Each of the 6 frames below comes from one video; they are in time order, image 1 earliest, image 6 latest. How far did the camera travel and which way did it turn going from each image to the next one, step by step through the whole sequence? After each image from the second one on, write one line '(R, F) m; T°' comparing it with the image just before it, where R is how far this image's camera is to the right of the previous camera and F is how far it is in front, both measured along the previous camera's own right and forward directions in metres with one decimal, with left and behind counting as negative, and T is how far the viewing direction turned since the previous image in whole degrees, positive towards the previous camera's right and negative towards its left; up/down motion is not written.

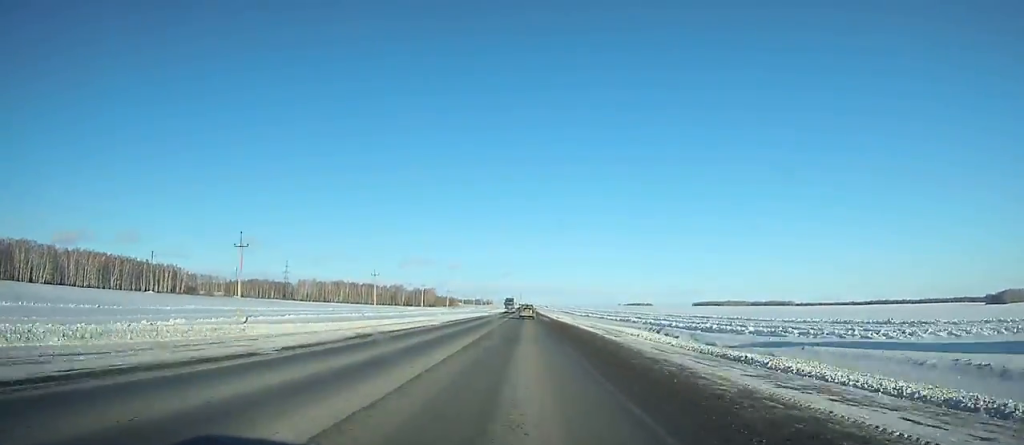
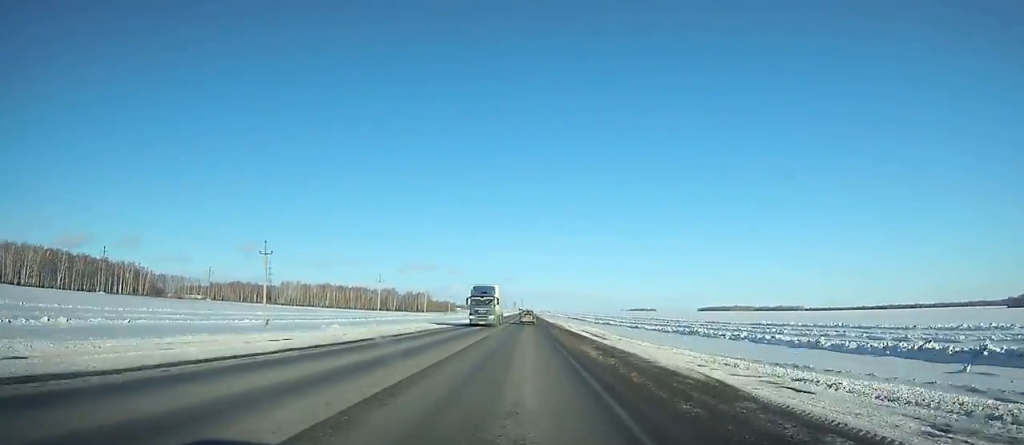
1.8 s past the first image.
(+0.2, +47.9) m; 0°
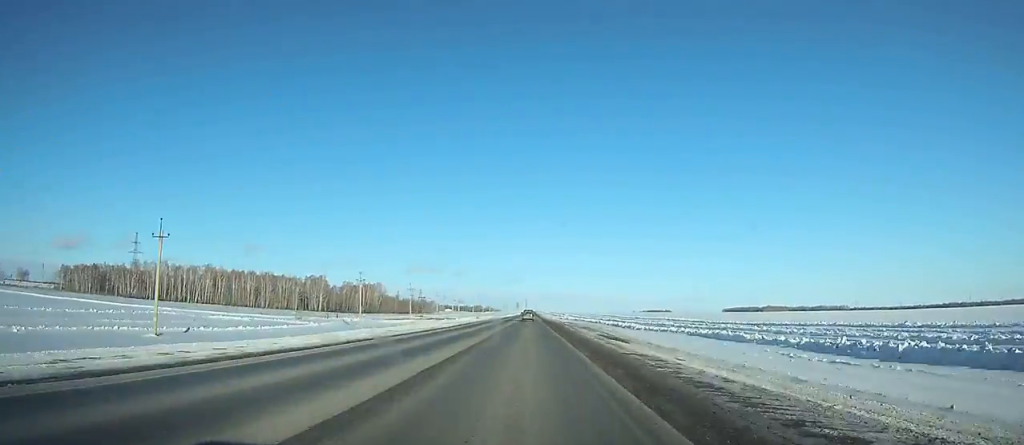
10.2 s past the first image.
(-0.6, +229.6) m; 0°
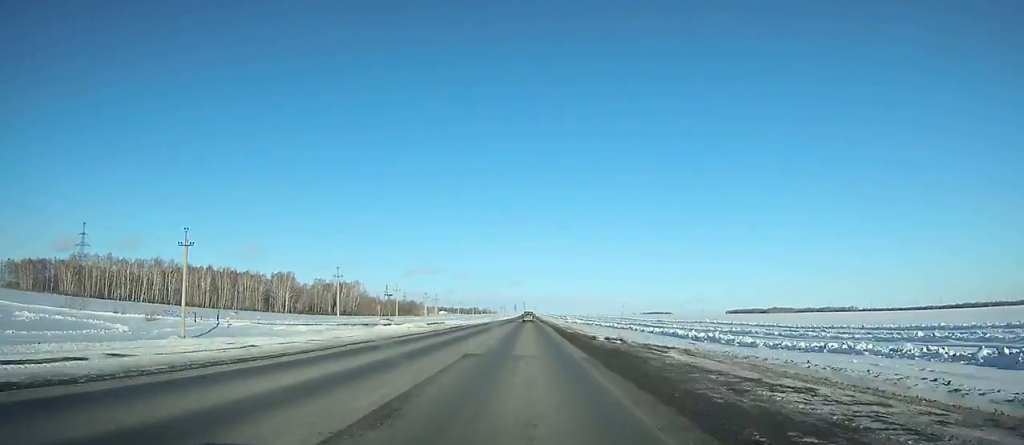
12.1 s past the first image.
(-0.1, +53.3) m; 0°
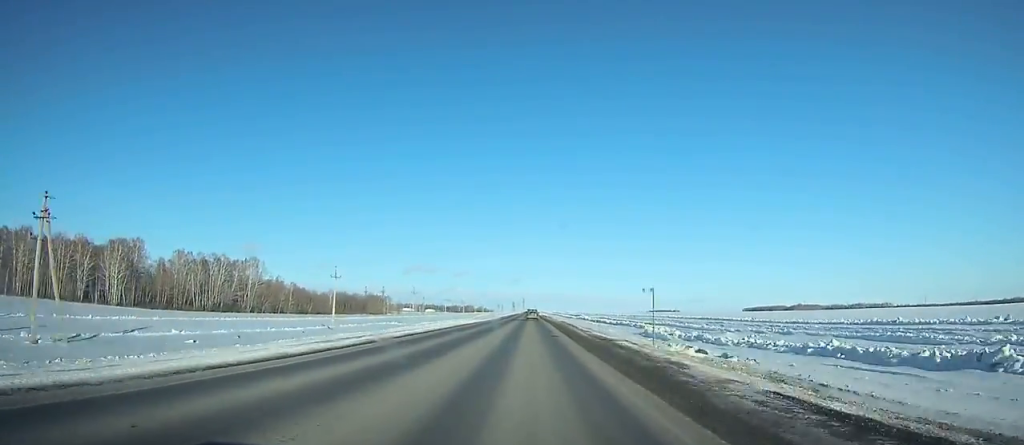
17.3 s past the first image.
(-0.1, +148.3) m; 0°
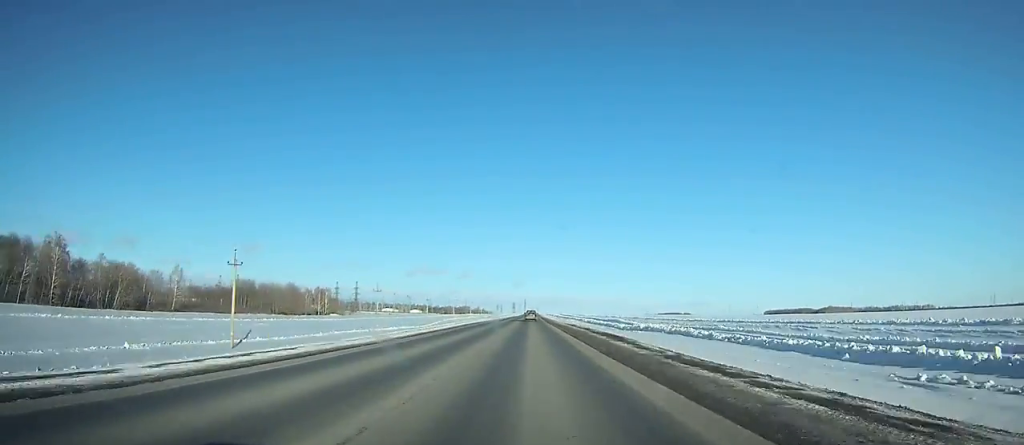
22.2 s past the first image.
(+0.3, +142.3) m; 0°
